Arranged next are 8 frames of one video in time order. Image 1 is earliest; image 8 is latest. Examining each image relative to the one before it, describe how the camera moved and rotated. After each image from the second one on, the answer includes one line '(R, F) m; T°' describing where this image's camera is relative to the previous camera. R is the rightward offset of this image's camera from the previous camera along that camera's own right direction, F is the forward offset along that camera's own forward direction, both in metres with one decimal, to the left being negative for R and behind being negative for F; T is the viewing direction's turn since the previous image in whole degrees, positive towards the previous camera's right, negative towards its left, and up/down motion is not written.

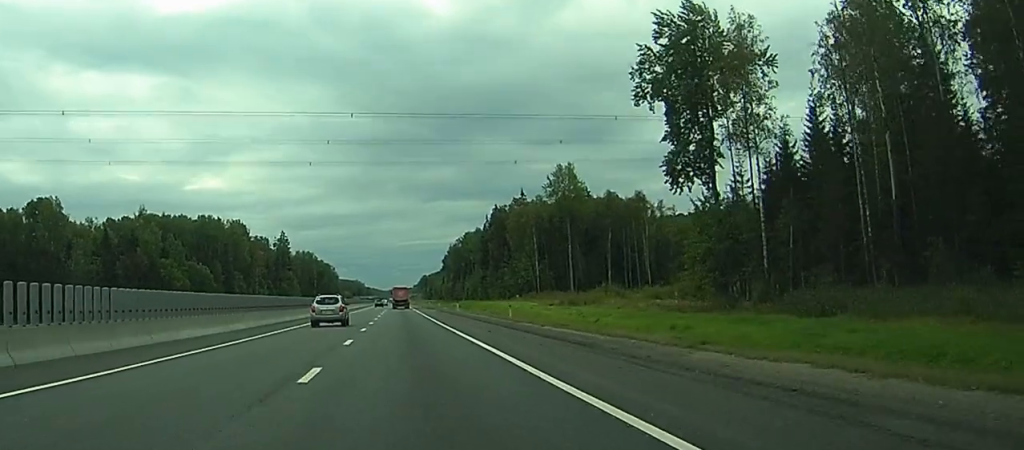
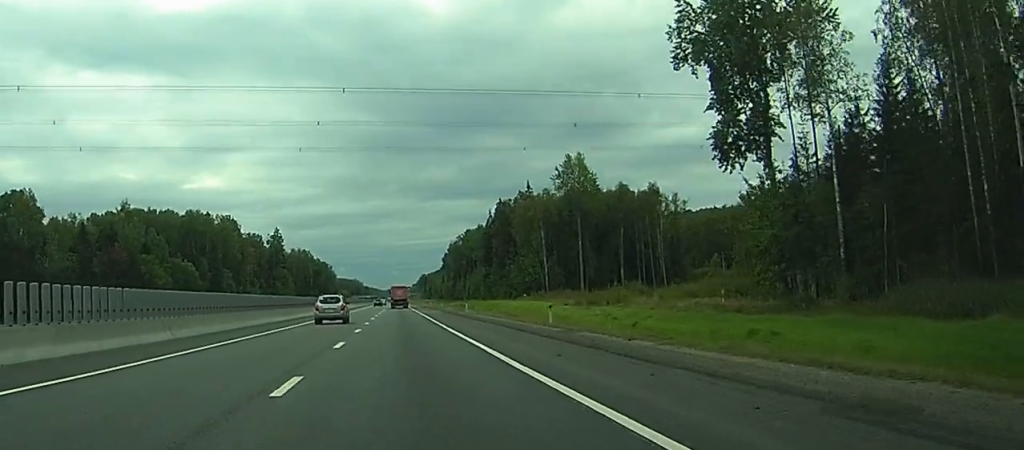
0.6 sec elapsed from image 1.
(0.0, +14.3) m; 0°
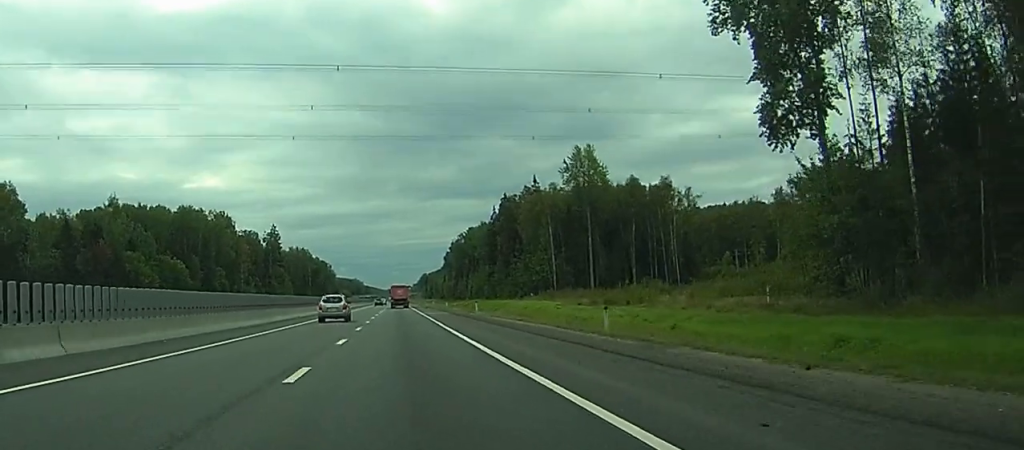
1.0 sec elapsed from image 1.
(0.0, +10.1) m; 0°
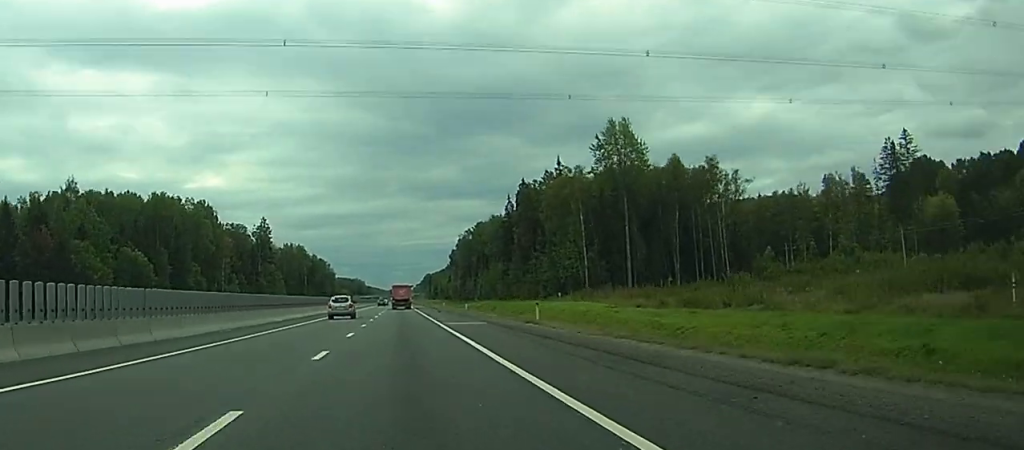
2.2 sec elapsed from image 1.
(0.0, +30.2) m; 0°
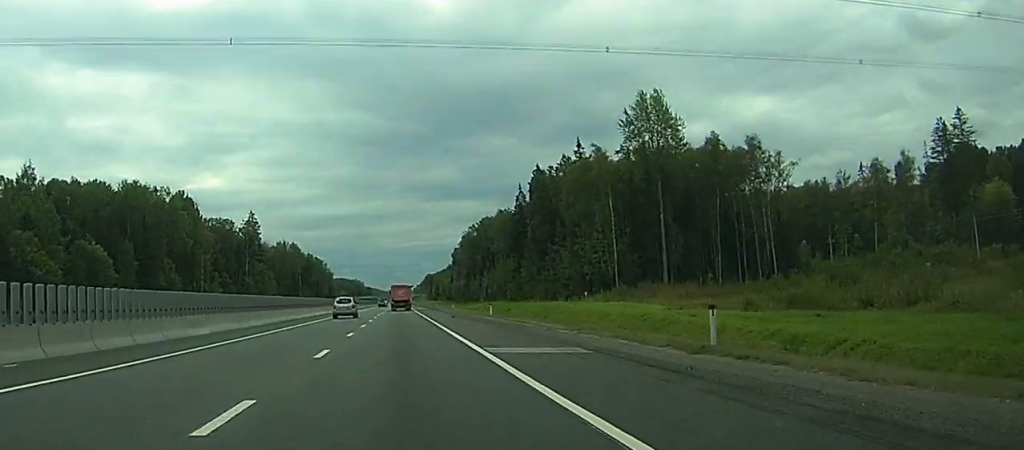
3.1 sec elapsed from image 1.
(0.0, +22.6) m; 0°
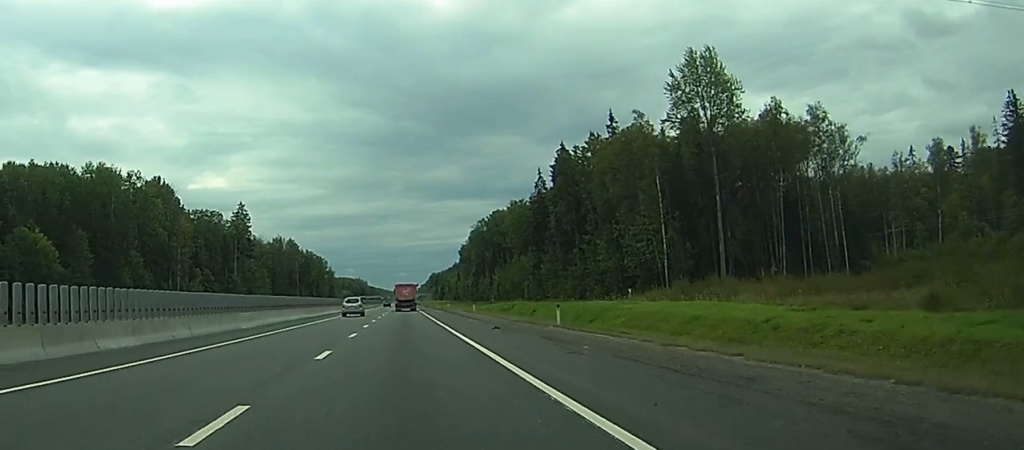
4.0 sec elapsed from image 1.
(0.0, +24.3) m; 0°
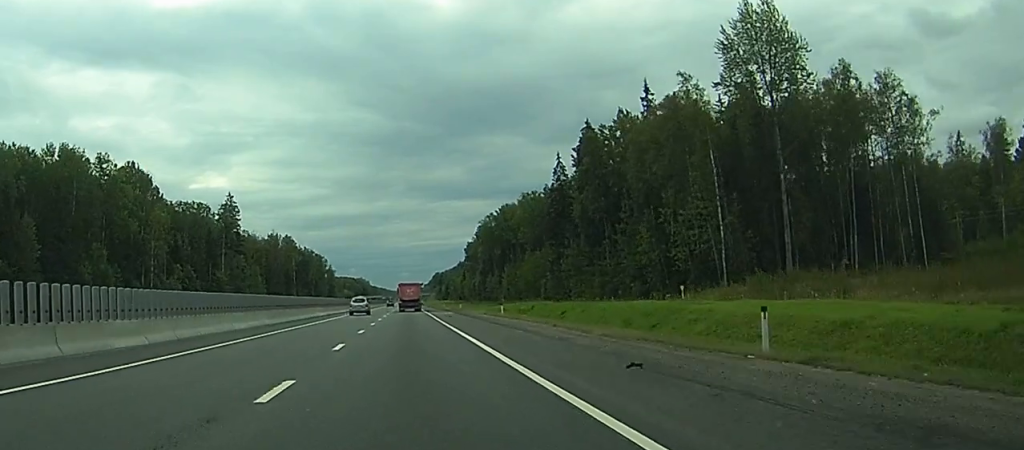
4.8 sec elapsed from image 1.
(0.0, +20.1) m; 0°
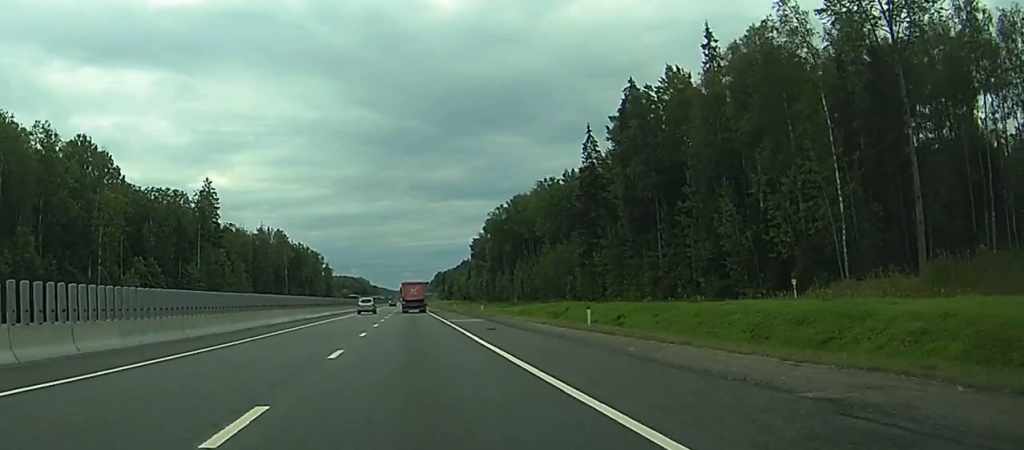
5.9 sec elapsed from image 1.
(0.0, +27.0) m; 0°
